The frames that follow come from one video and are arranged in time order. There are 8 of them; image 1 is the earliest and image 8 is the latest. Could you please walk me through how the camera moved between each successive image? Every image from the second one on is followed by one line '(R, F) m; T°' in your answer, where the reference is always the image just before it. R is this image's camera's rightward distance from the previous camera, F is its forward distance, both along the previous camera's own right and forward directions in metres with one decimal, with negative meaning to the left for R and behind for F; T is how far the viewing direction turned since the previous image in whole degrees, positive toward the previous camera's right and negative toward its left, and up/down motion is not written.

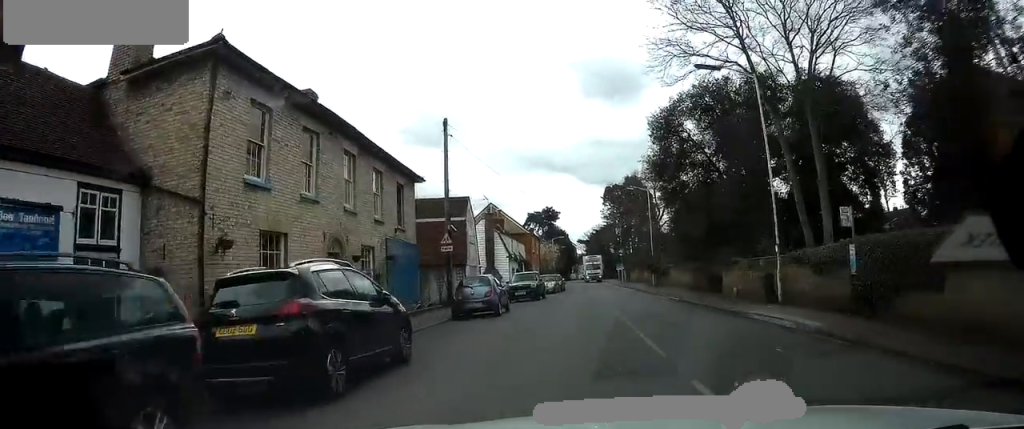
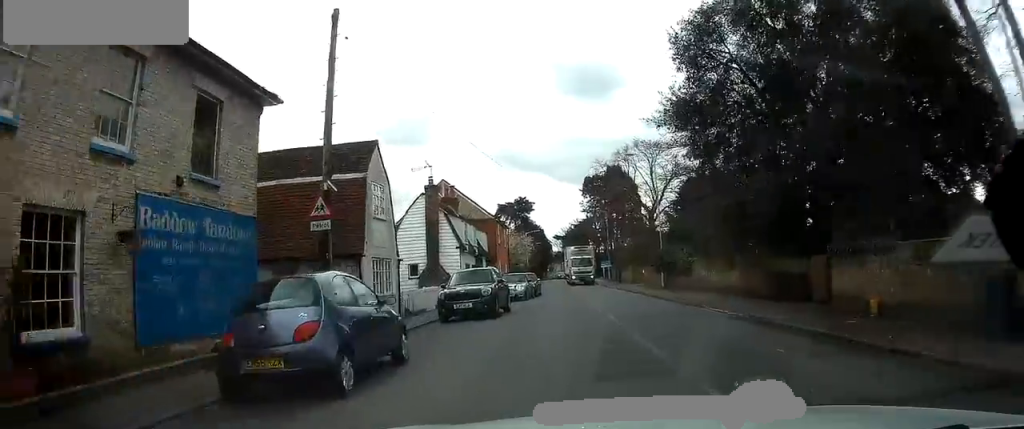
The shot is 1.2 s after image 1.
(+0.1, +12.9) m; +2°
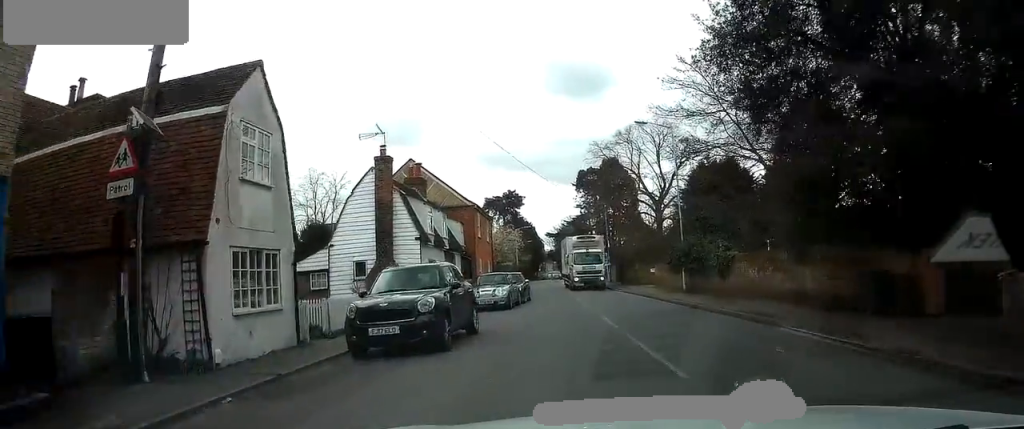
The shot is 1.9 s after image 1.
(+0.2, +7.4) m; +2°
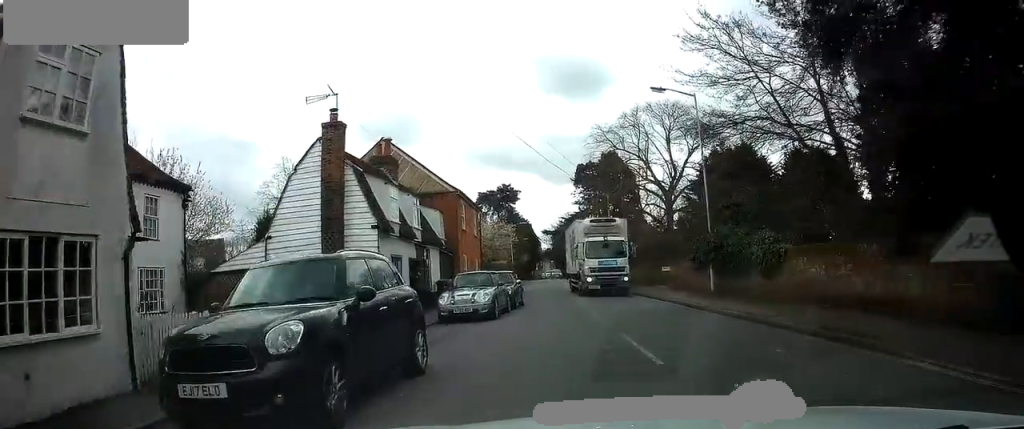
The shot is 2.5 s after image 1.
(+0.1, +5.2) m; +2°
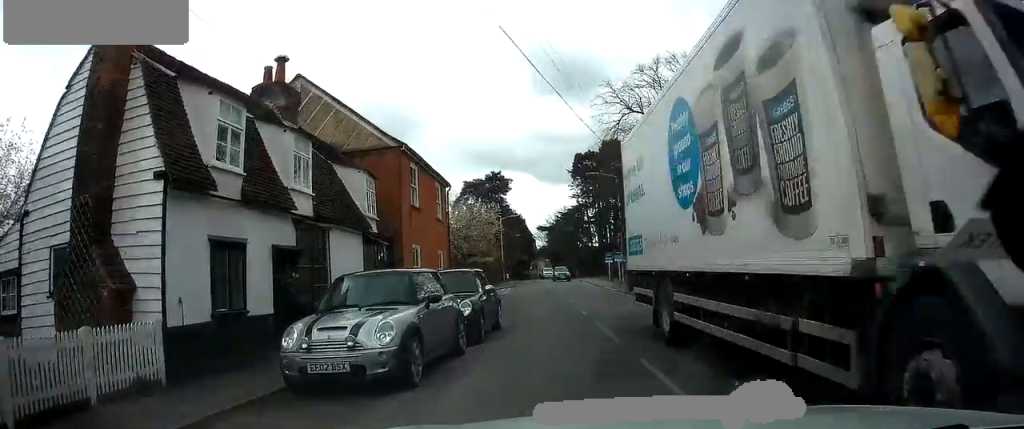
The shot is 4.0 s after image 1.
(+0.3, +10.1) m; +2°
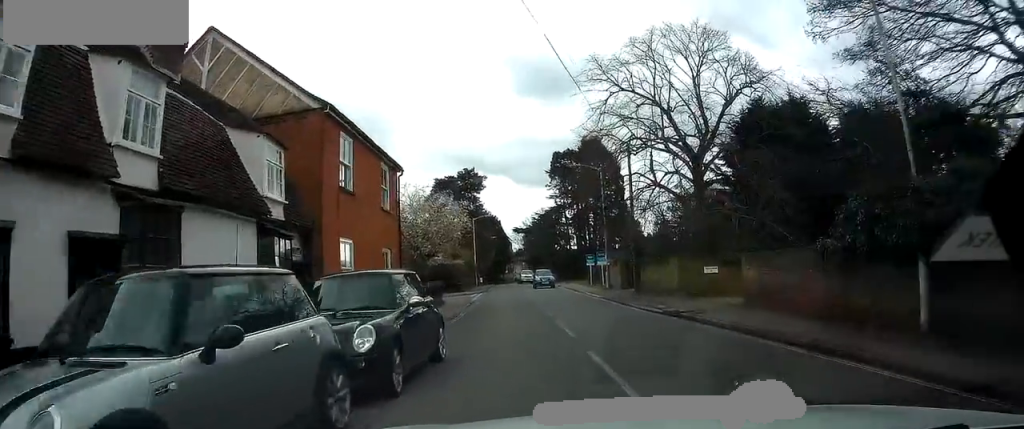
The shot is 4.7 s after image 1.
(0.0, +4.6) m; 0°
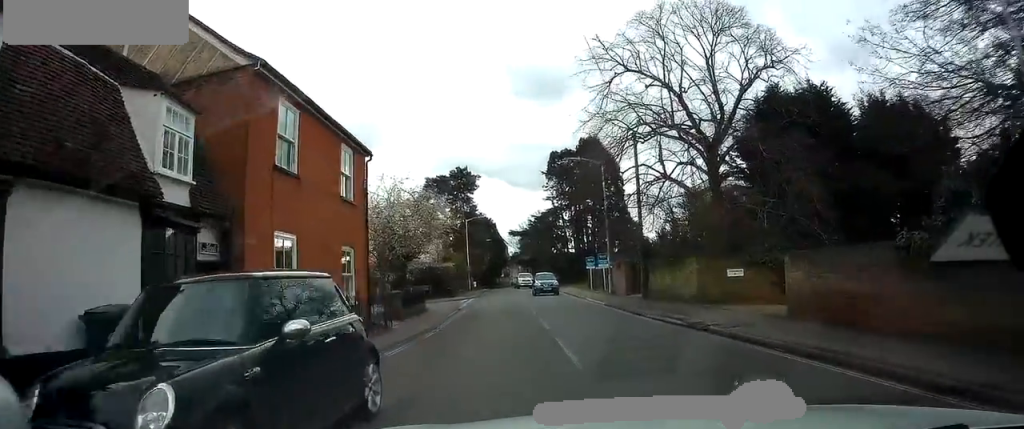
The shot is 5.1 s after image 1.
(+0.1, +3.2) m; -1°
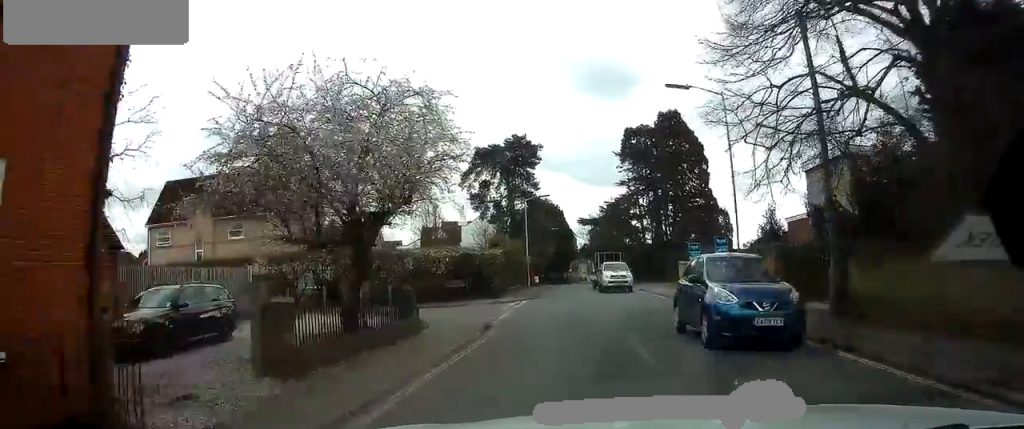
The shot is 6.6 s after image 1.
(-0.5, +11.5) m; -6°
